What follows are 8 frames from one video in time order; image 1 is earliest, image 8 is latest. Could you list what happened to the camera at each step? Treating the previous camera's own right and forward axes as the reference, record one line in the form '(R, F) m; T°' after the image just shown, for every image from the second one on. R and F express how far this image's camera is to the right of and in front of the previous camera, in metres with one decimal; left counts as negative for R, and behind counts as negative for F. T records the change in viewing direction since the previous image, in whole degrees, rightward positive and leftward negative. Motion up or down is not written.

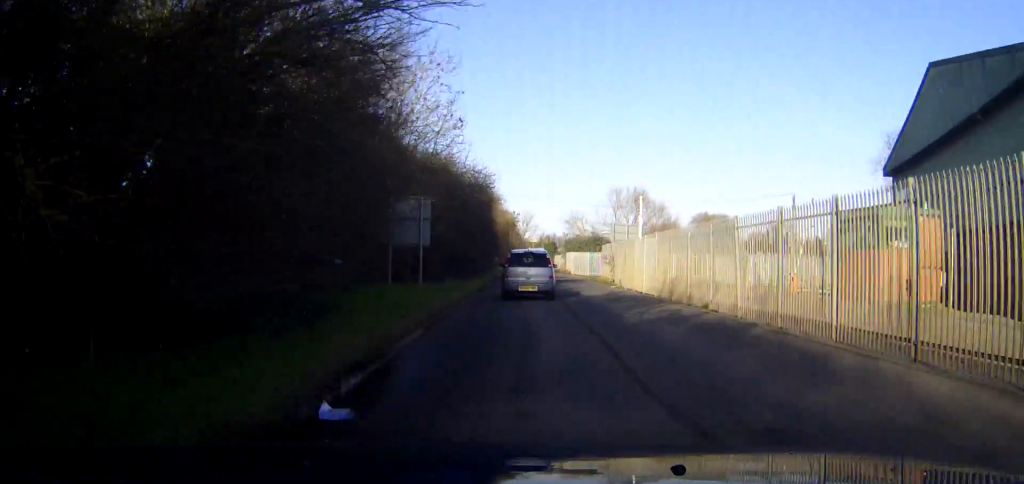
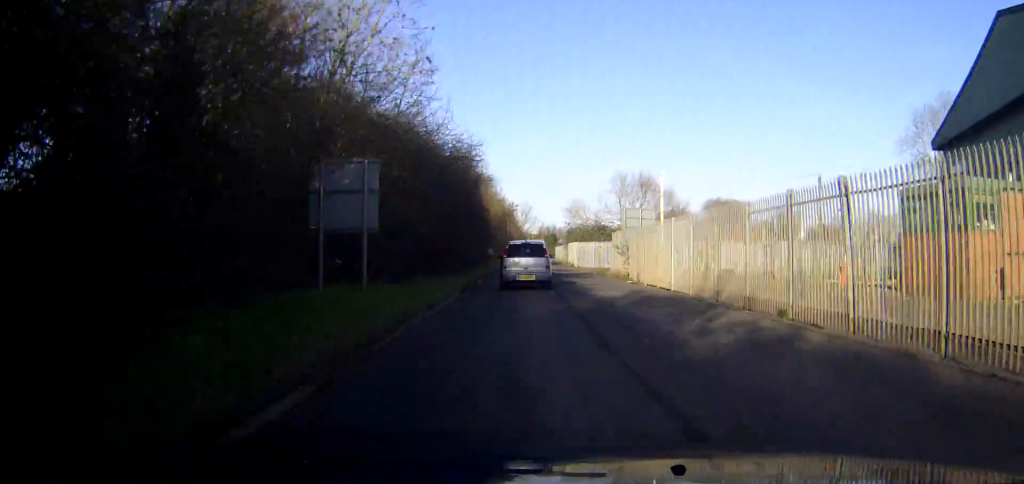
(+0.1, +6.8) m; +1°
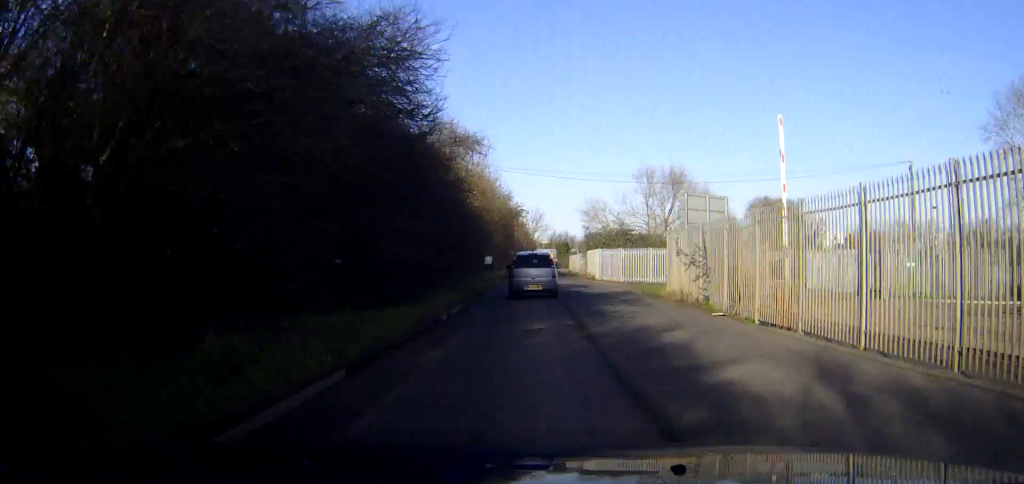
(+0.3, +14.0) m; +1°
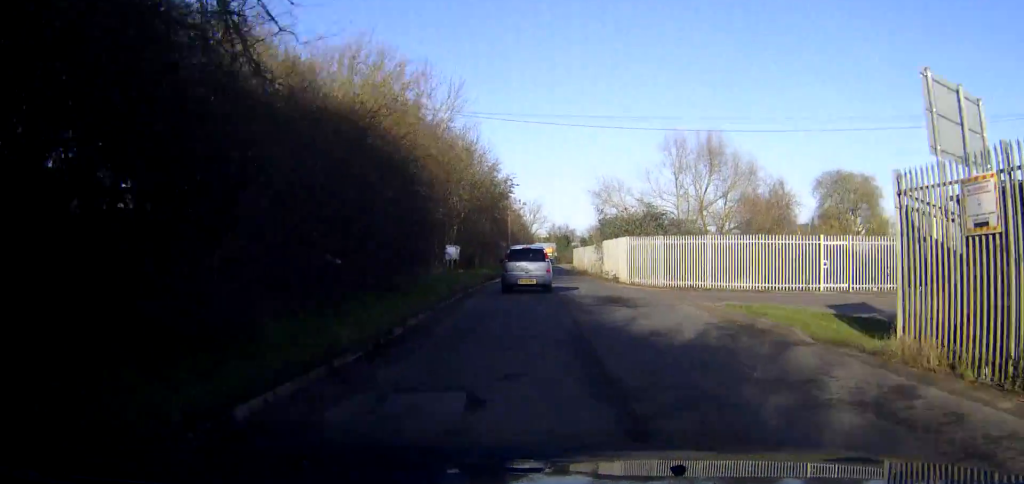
(0.0, +16.8) m; 0°
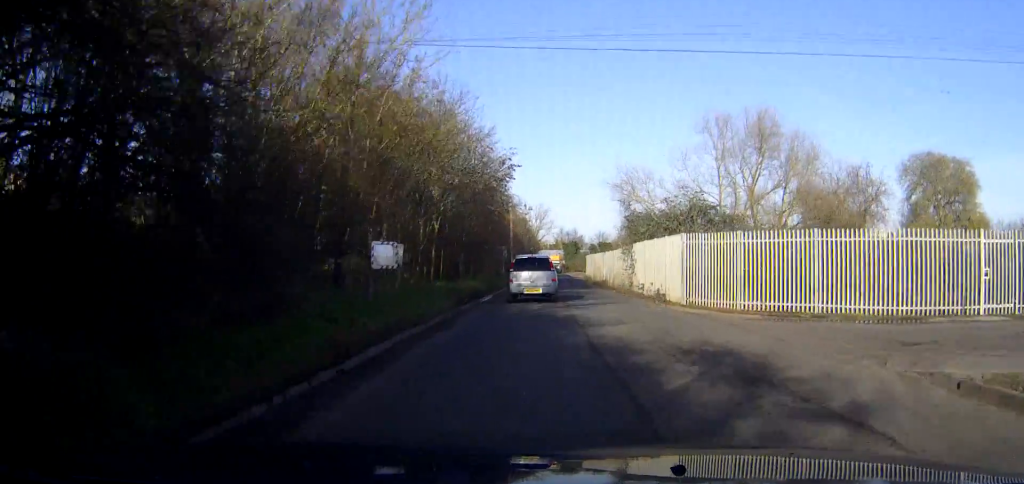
(0.0, +12.8) m; -2°
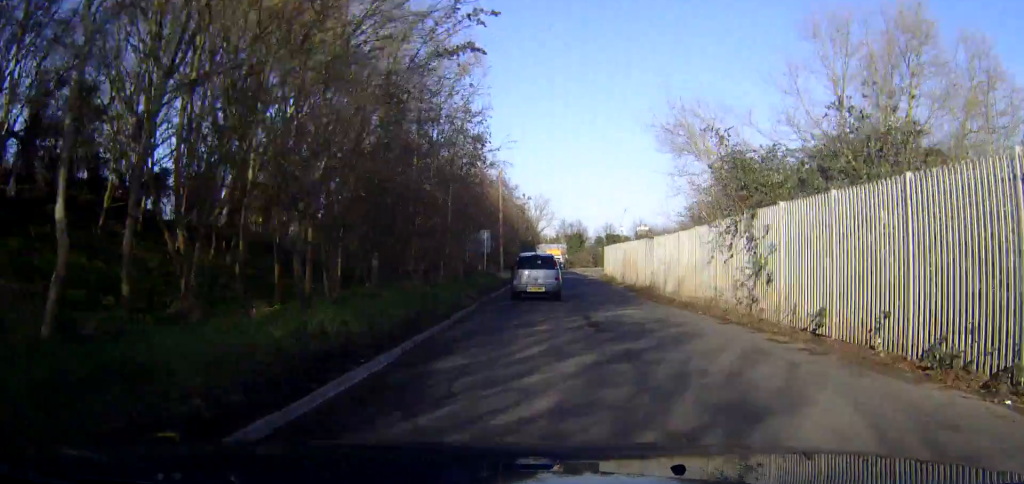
(-0.7, +21.3) m; -1°
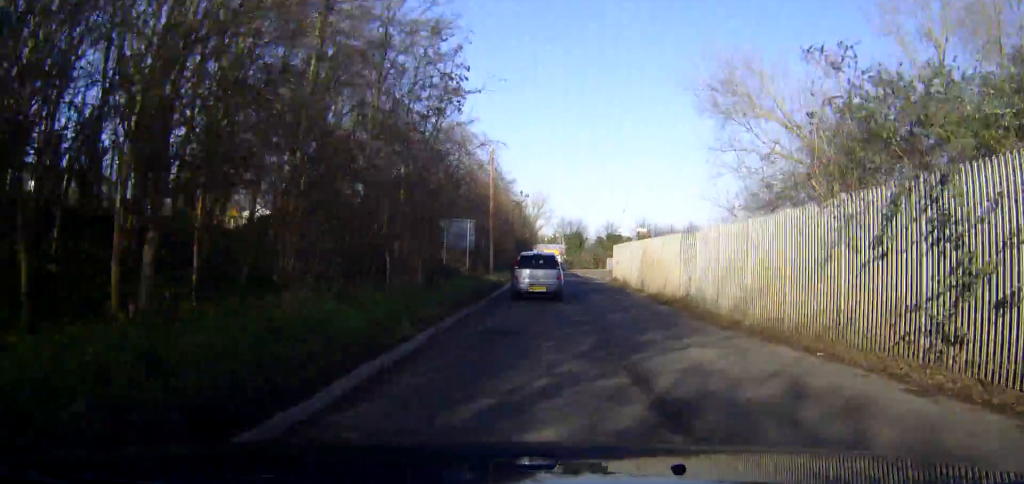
(0.0, +8.3) m; +1°
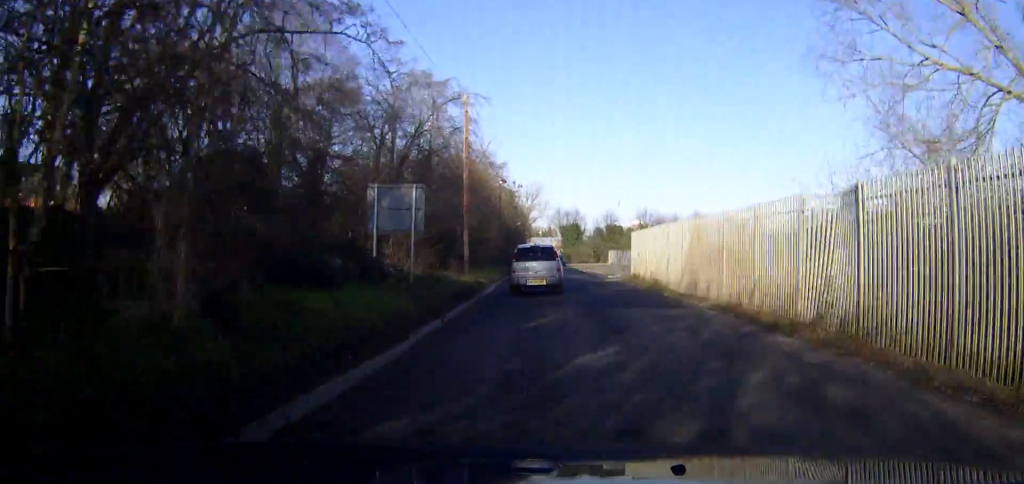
(+0.1, +11.5) m; +1°
